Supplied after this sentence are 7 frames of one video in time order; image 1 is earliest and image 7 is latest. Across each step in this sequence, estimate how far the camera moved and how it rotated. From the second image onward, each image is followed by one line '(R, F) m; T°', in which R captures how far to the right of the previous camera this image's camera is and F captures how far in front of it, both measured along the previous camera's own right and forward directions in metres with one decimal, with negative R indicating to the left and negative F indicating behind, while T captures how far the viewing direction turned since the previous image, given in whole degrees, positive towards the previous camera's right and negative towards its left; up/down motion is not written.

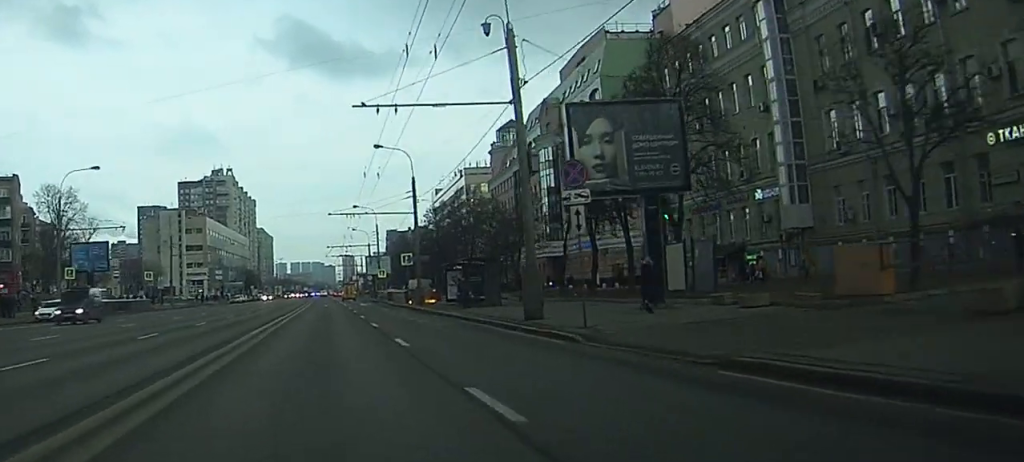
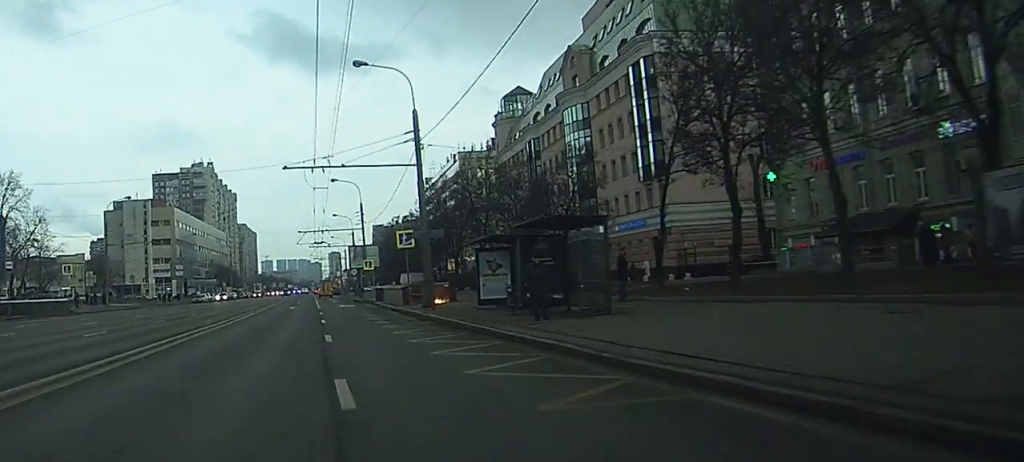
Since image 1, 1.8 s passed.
(+1.0, +22.4) m; +4°
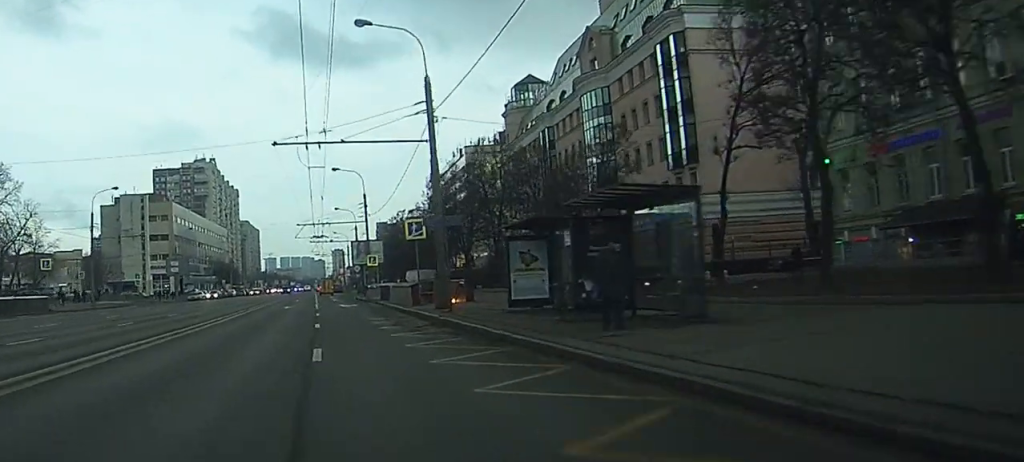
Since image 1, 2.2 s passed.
(0.0, +6.1) m; +1°
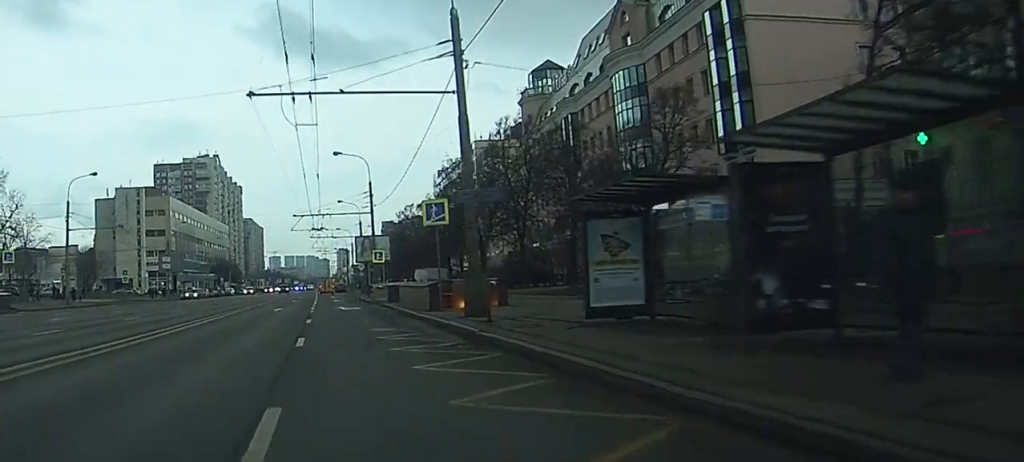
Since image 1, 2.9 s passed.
(+0.1, +8.9) m; +1°
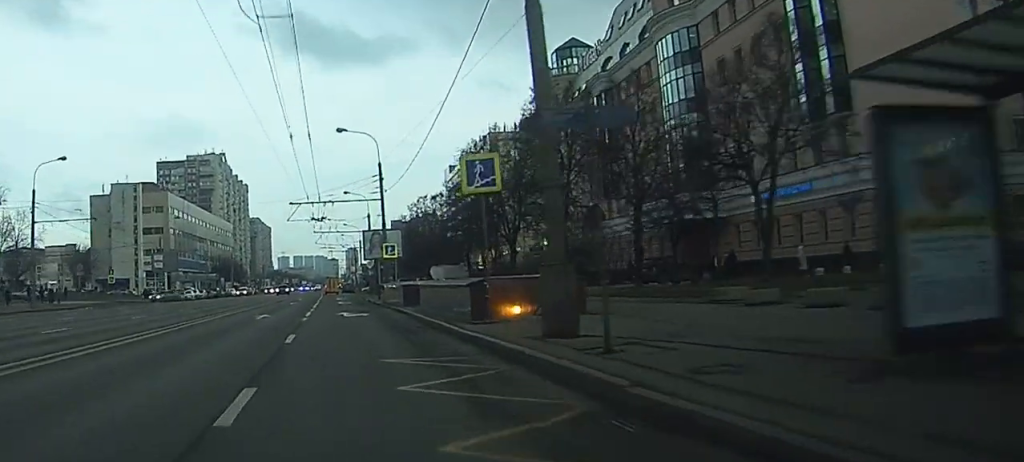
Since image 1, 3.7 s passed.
(0.0, +10.9) m; 0°
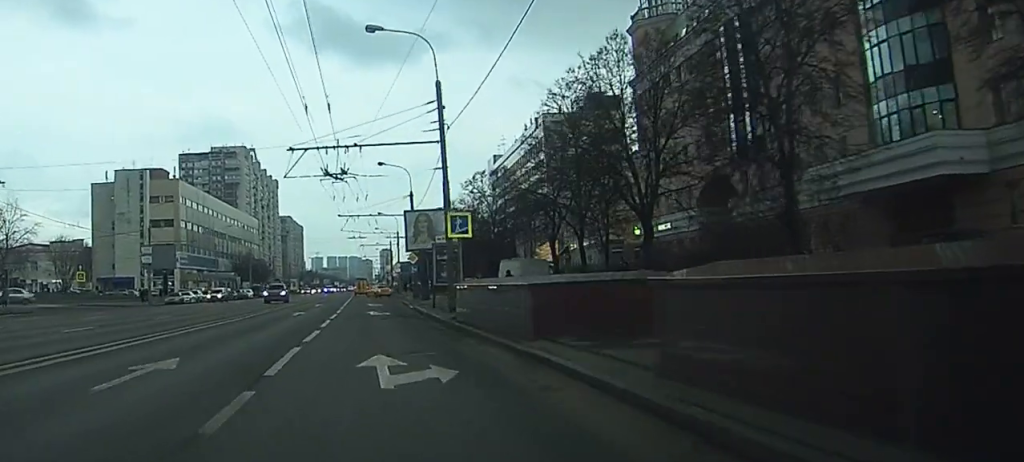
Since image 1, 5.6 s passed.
(-0.2, +25.7) m; -1°
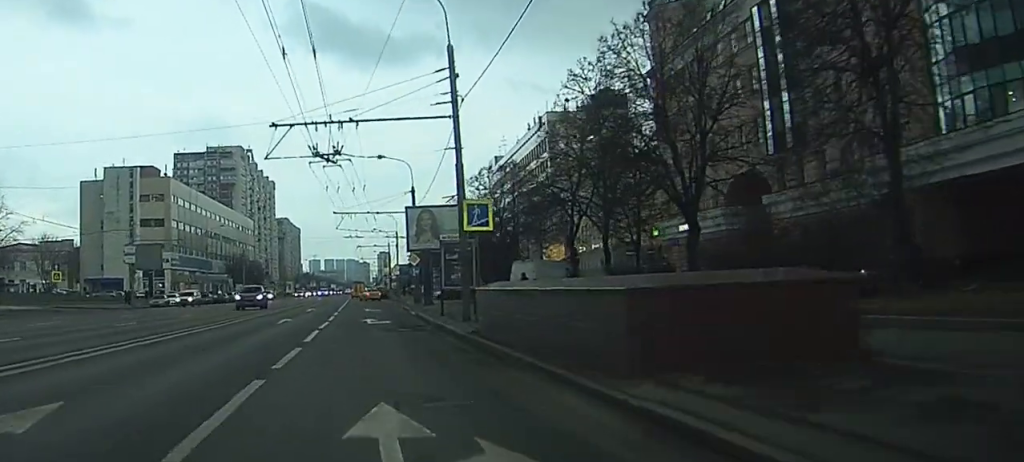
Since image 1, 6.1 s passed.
(0.0, +6.7) m; 0°
